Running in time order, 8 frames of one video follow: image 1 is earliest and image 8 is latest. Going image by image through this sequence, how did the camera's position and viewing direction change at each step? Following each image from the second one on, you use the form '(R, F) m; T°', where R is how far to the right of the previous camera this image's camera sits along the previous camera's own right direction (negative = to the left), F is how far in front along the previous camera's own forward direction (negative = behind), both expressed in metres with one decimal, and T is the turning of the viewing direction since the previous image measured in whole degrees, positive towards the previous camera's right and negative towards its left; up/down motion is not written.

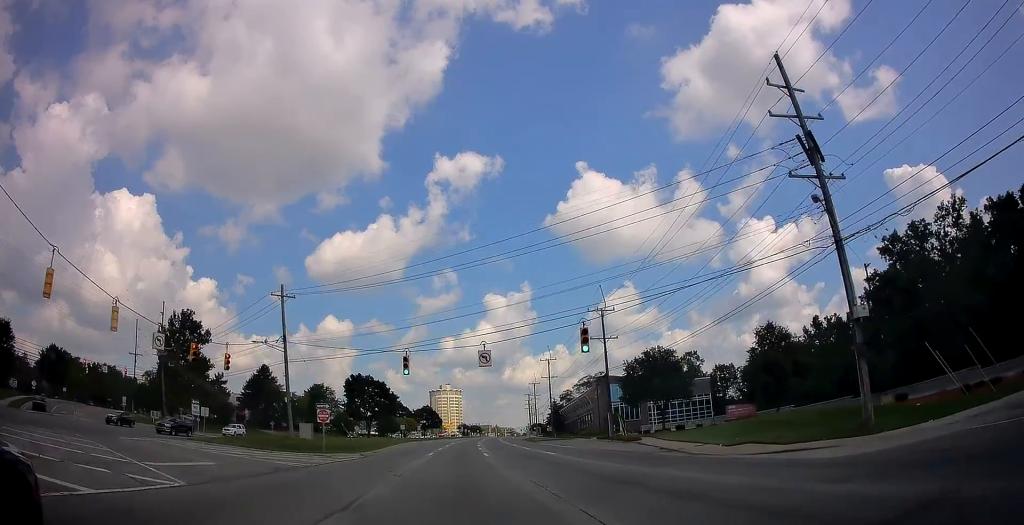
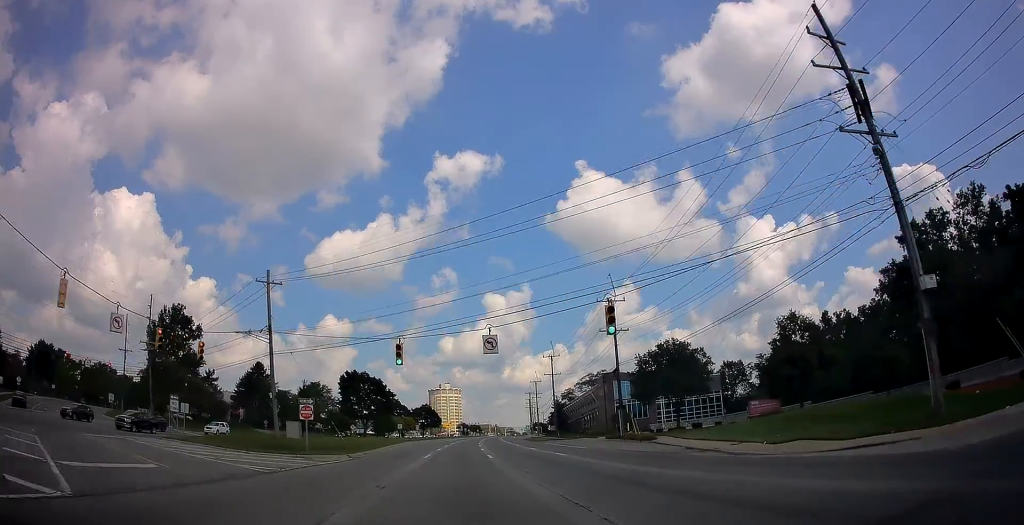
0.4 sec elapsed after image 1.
(-0.1, +4.4) m; +1°
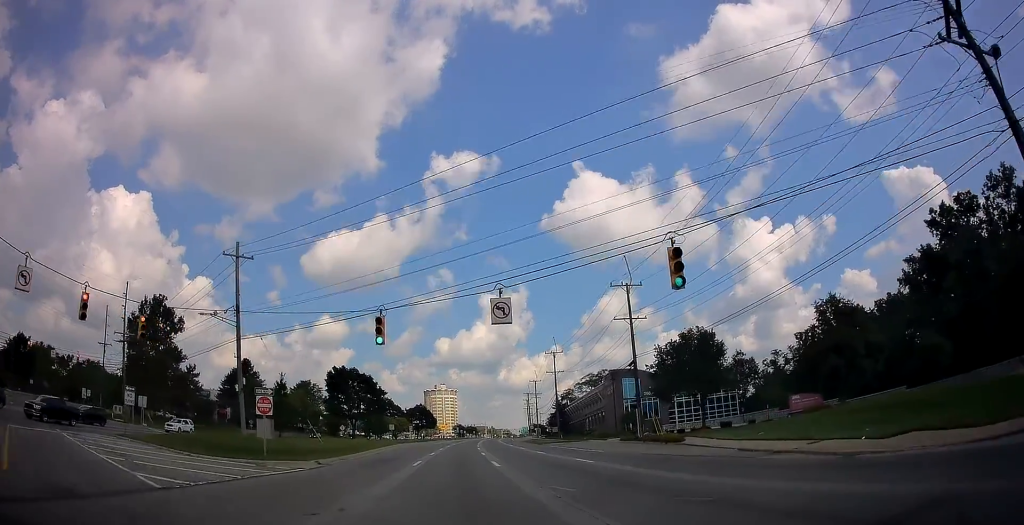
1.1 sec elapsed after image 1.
(-0.1, +7.0) m; +1°
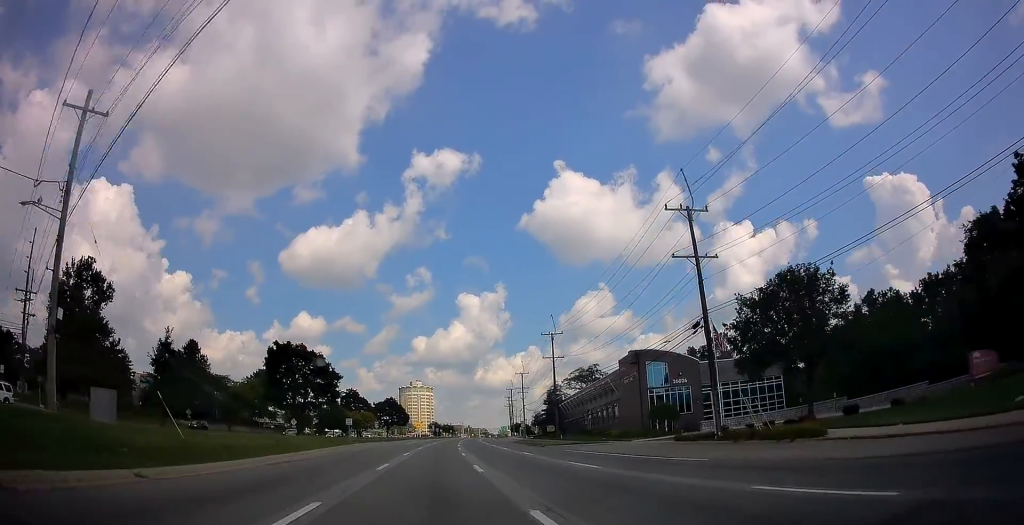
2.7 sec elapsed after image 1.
(+0.7, +19.5) m; +3°
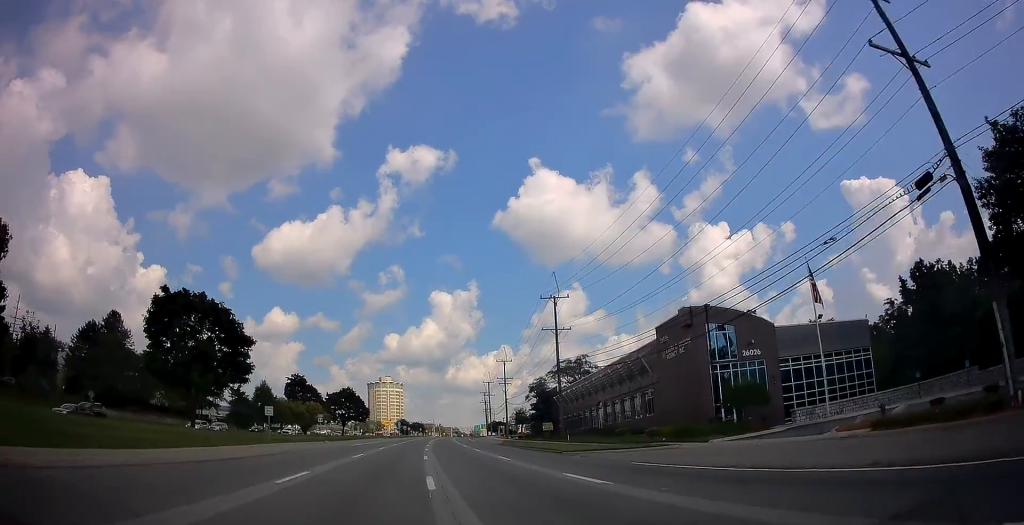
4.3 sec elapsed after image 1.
(+0.3, +22.2) m; +2°
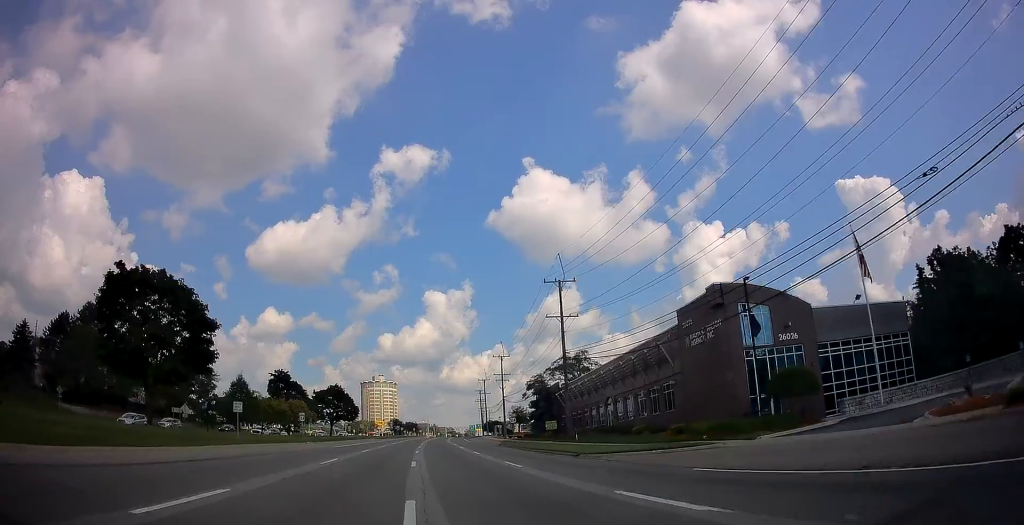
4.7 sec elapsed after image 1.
(+0.2, +6.7) m; 0°
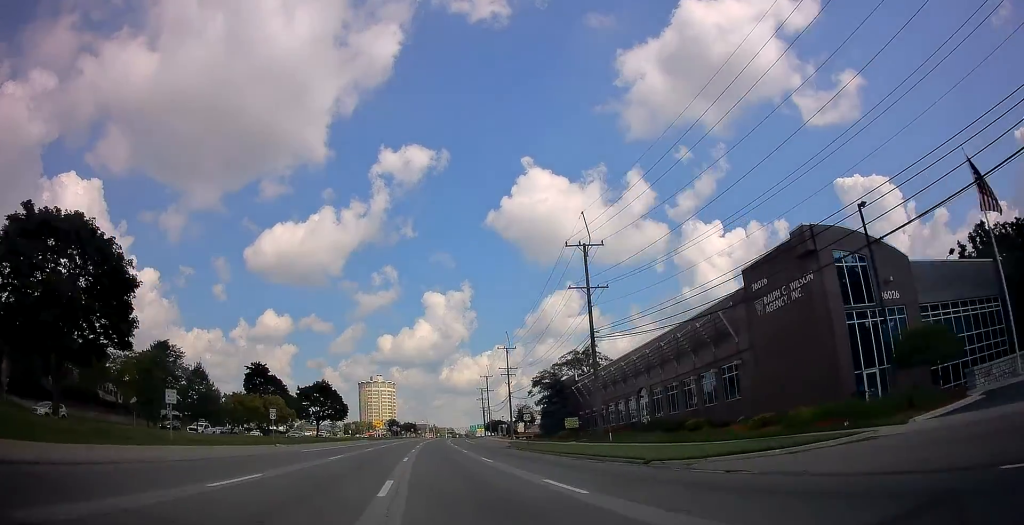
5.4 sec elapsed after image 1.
(0.0, +10.7) m; 0°
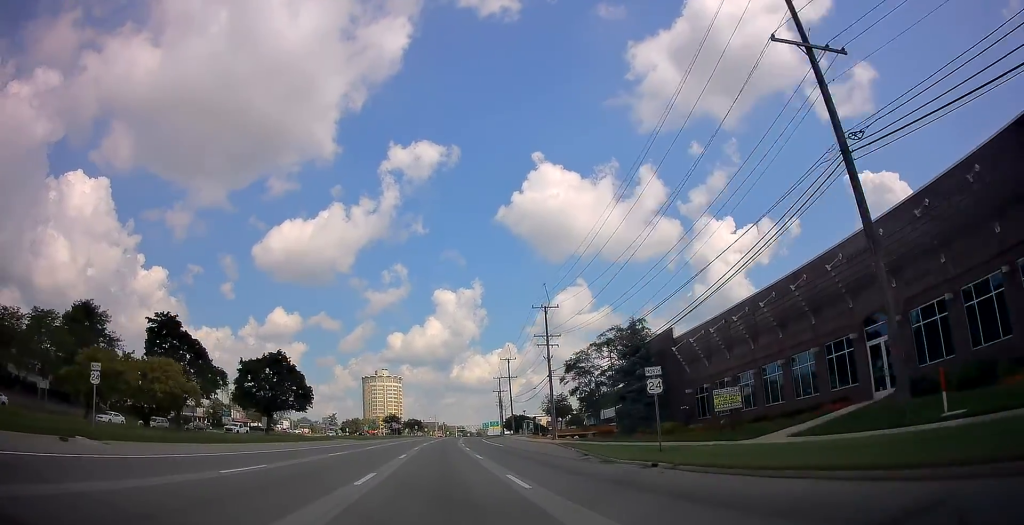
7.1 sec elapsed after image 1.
(-0.2, +30.1) m; +1°
